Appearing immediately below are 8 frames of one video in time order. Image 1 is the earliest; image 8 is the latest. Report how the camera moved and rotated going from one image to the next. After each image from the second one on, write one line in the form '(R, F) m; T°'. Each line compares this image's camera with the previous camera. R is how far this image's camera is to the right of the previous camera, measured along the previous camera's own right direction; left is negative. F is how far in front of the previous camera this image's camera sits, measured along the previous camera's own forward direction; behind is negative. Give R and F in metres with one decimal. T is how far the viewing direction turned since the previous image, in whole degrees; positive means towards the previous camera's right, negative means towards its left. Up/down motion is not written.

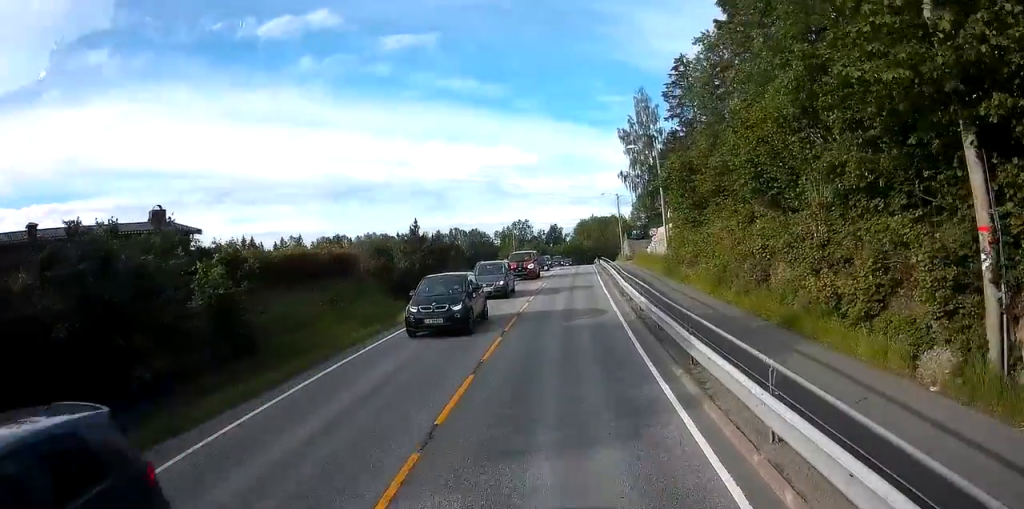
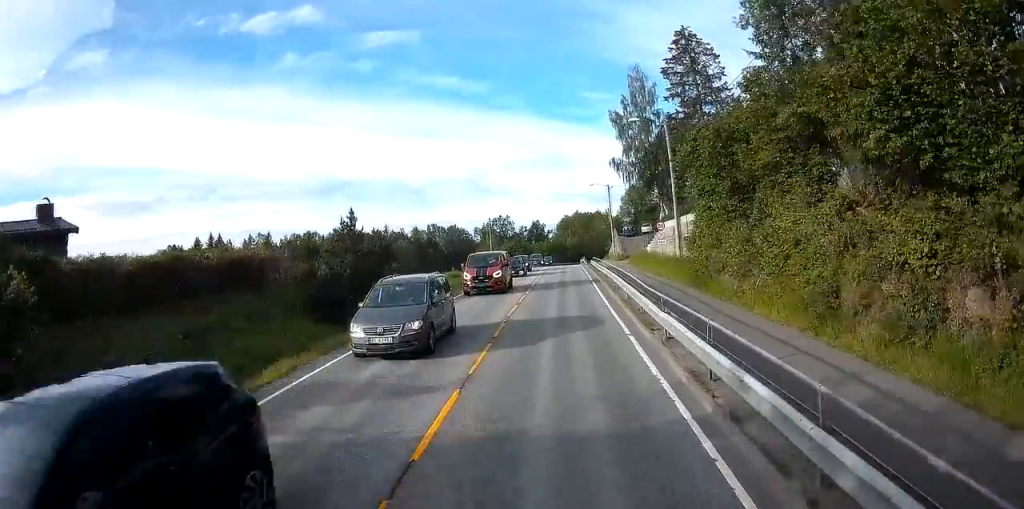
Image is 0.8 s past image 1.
(+0.1, +9.5) m; +2°
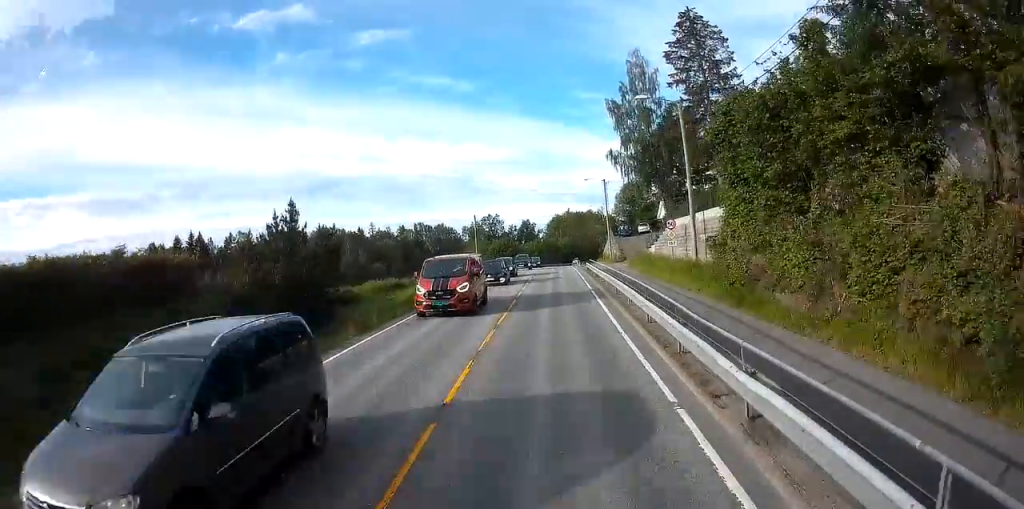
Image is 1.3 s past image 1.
(0.0, +5.9) m; +1°
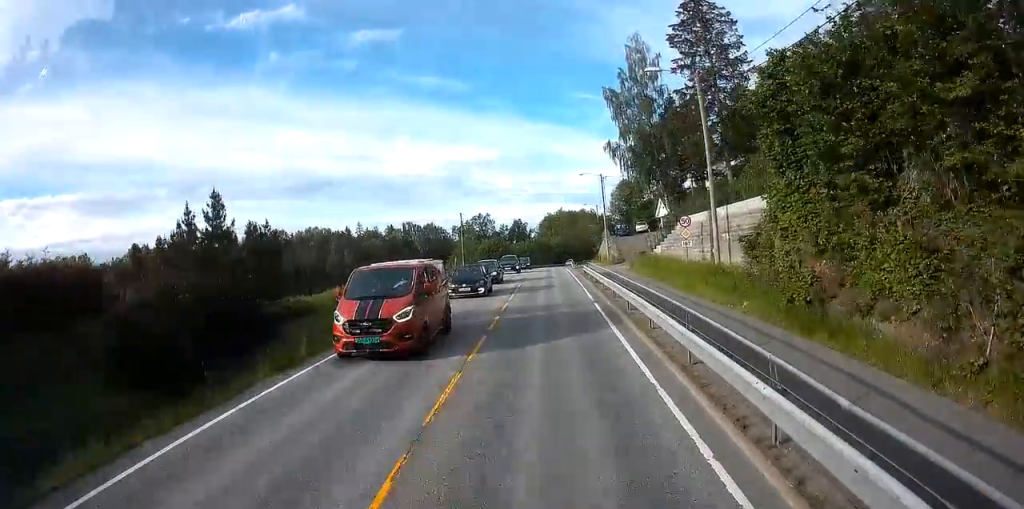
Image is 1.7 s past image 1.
(+0.2, +5.1) m; +1°
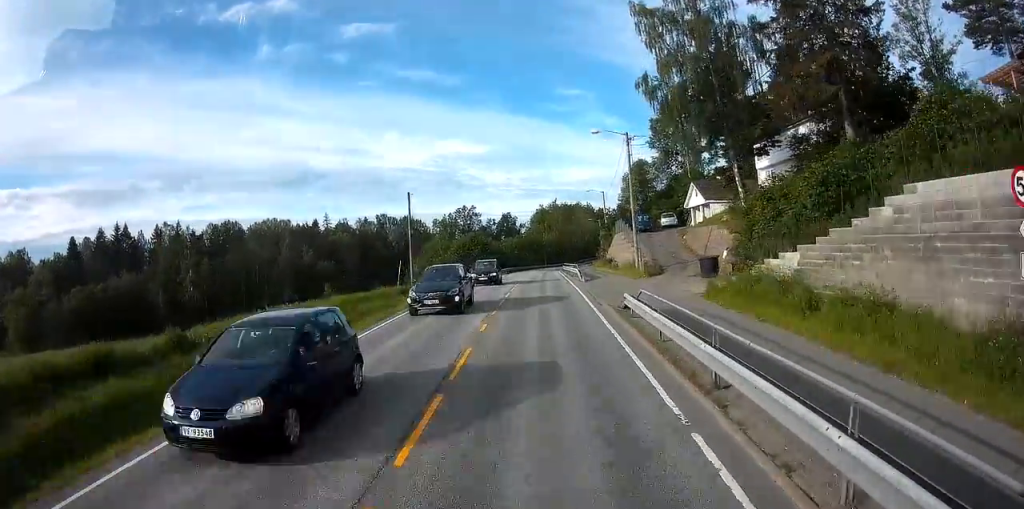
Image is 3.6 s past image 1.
(+0.2, +21.8) m; +1°
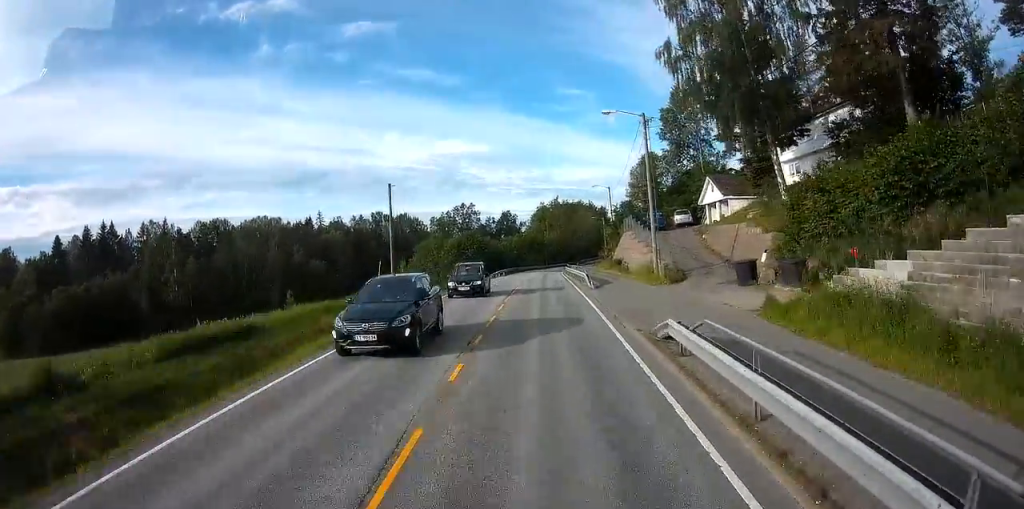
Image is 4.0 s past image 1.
(+0.1, +5.6) m; 0°
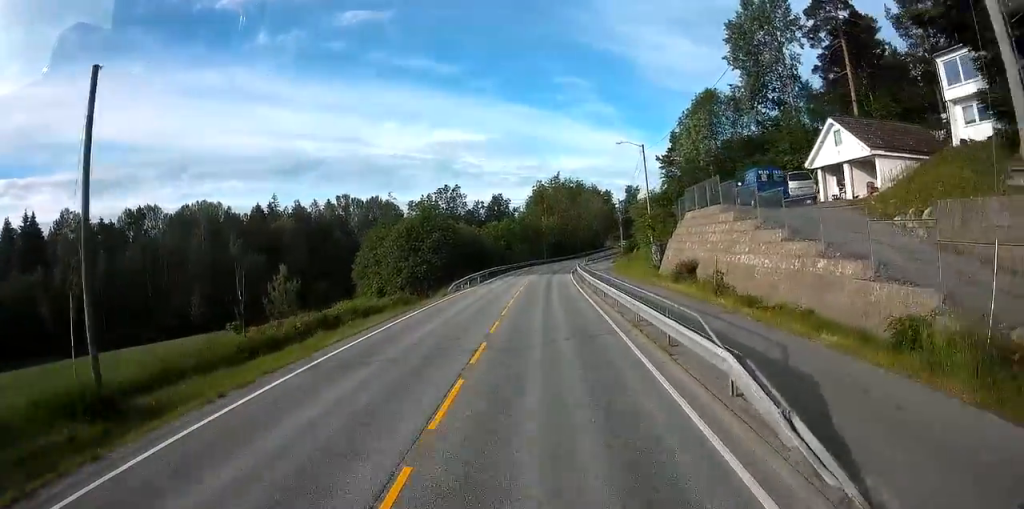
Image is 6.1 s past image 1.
(-0.2, +25.3) m; +1°
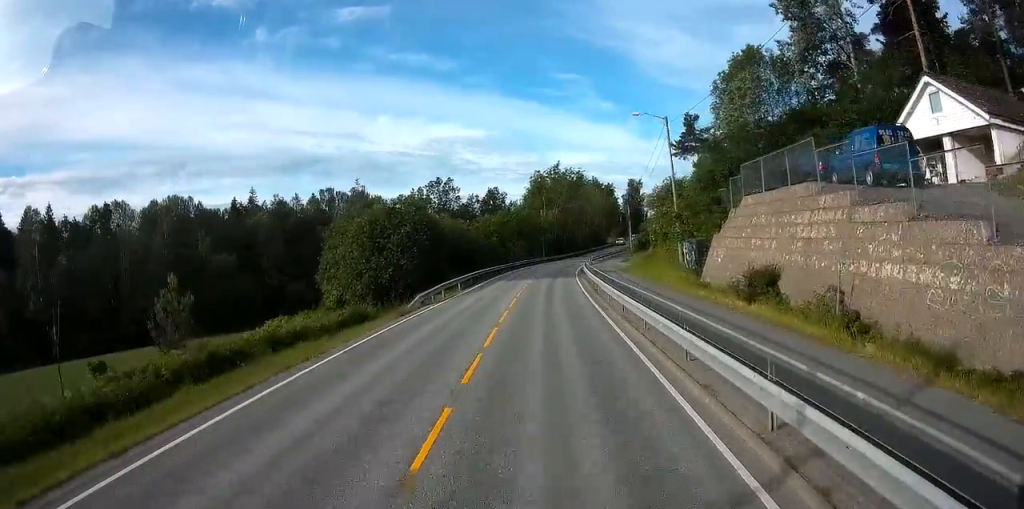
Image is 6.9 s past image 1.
(+0.2, +9.5) m; +1°
